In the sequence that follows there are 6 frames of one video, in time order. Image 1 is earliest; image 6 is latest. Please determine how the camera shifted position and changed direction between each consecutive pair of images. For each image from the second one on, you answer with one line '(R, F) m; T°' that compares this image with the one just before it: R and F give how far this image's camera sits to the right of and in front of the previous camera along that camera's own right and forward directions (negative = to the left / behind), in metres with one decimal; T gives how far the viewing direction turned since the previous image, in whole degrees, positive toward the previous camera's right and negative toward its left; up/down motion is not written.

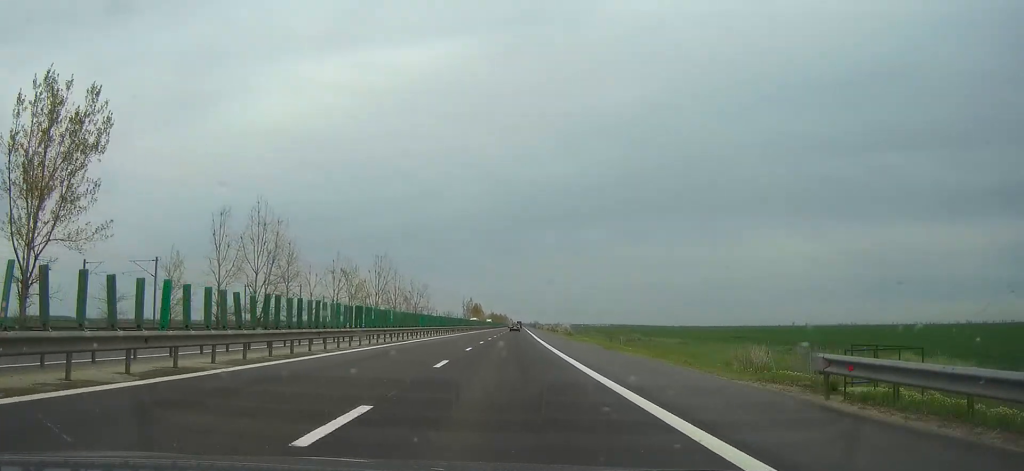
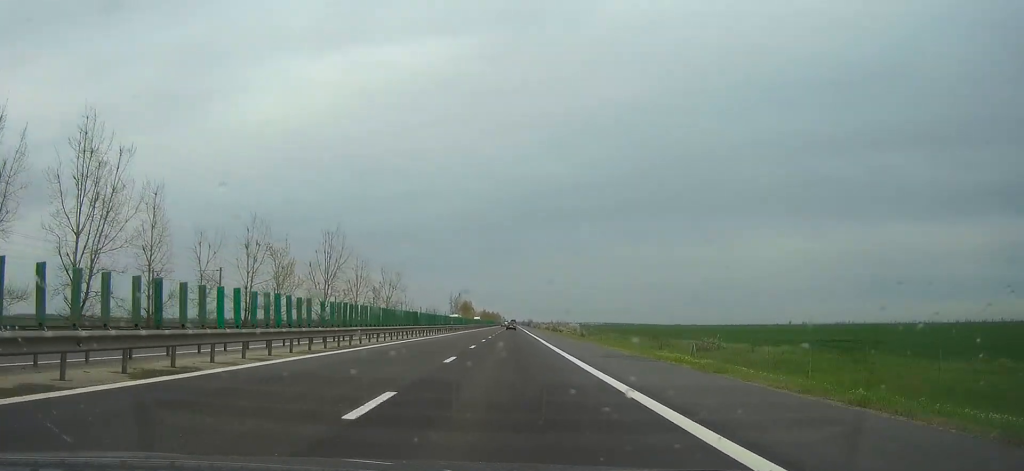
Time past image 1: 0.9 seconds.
(+0.5, +30.2) m; +1°
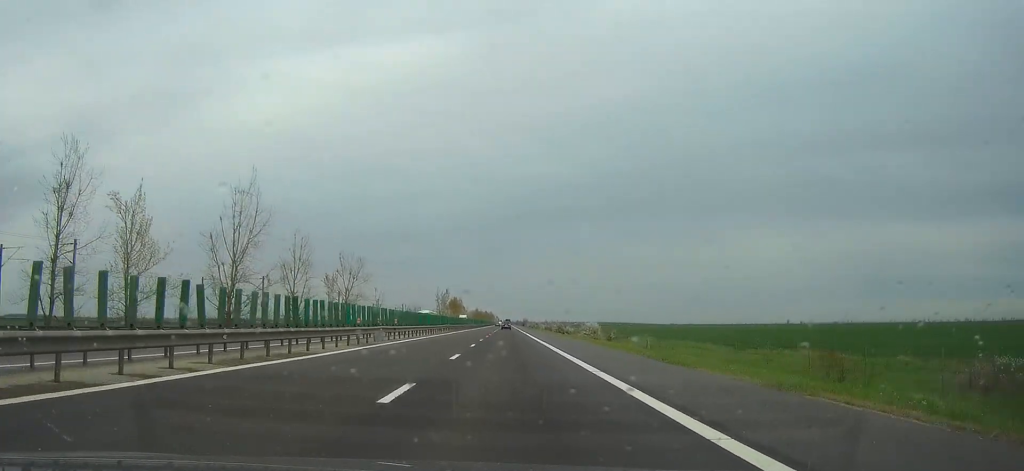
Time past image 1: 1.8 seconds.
(+0.2, +27.7) m; 0°
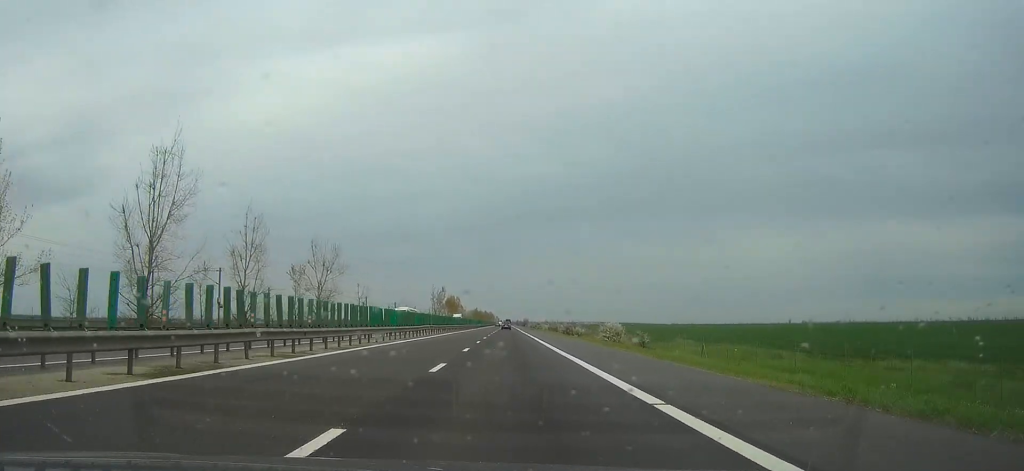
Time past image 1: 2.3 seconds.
(0.0, +12.8) m; 0°
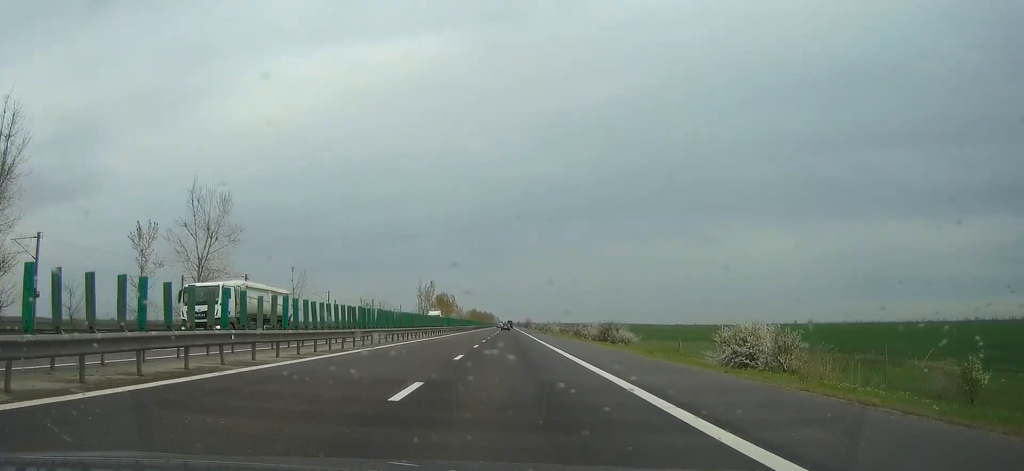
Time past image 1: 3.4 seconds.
(0.0, +30.2) m; 0°
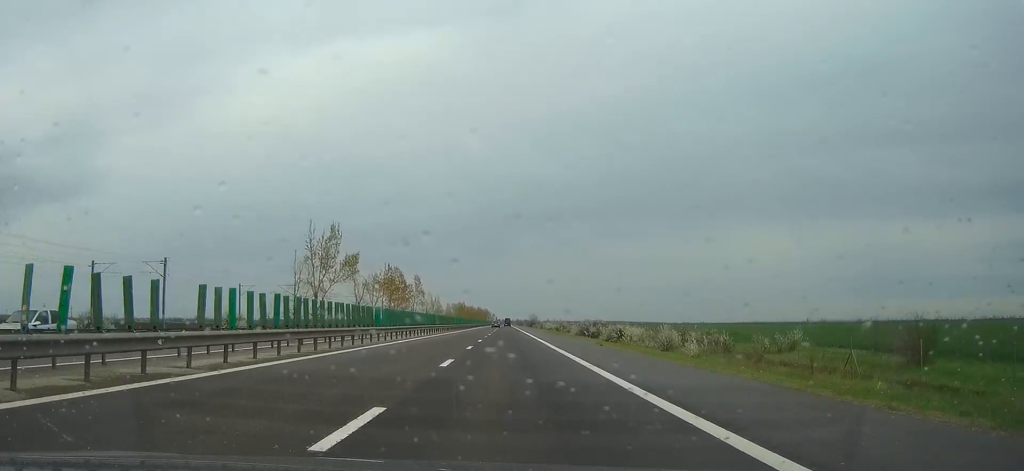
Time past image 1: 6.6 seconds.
(+0.2, +109.9) m; 0°
